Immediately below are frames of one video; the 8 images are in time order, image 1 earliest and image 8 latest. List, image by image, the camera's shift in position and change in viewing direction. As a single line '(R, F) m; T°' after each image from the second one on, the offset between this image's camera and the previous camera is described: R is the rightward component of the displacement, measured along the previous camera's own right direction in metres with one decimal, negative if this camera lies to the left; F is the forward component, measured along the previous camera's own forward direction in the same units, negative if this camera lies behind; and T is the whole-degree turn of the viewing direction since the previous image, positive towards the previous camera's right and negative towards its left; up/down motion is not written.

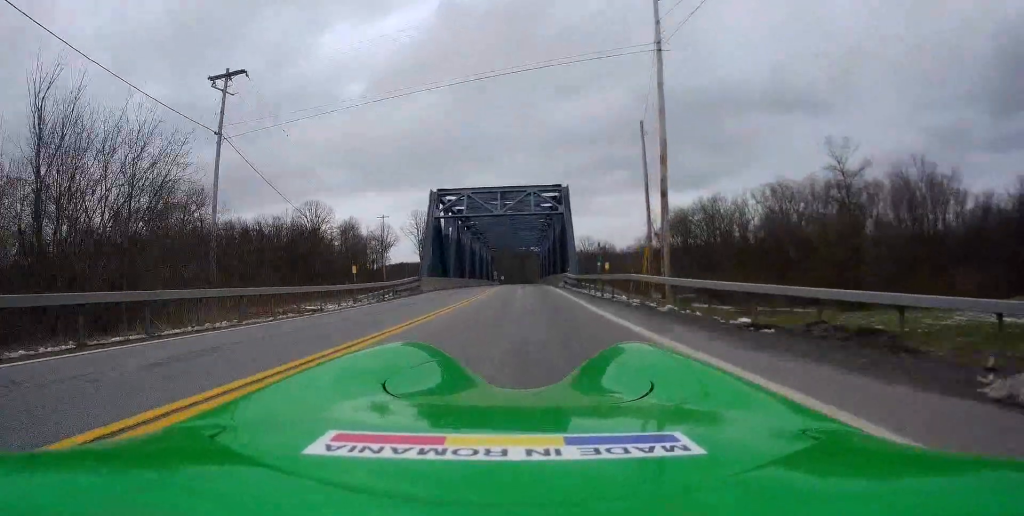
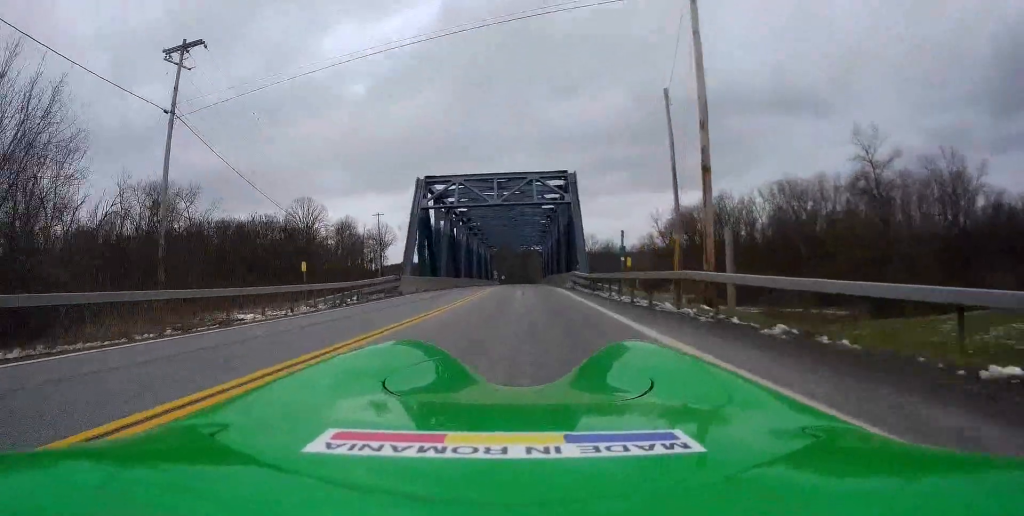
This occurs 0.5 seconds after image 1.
(0.0, +5.9) m; -1°
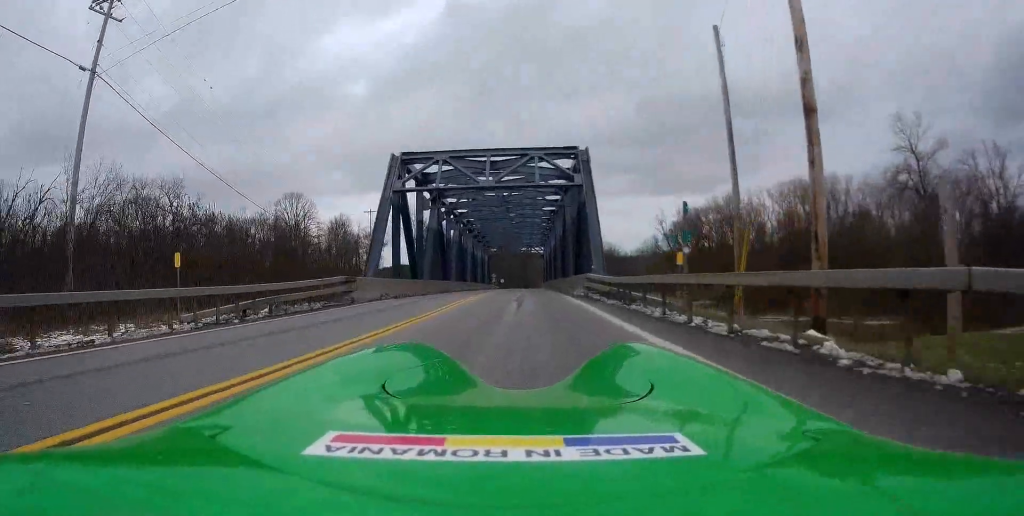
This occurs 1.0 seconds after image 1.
(0.0, +7.5) m; -1°
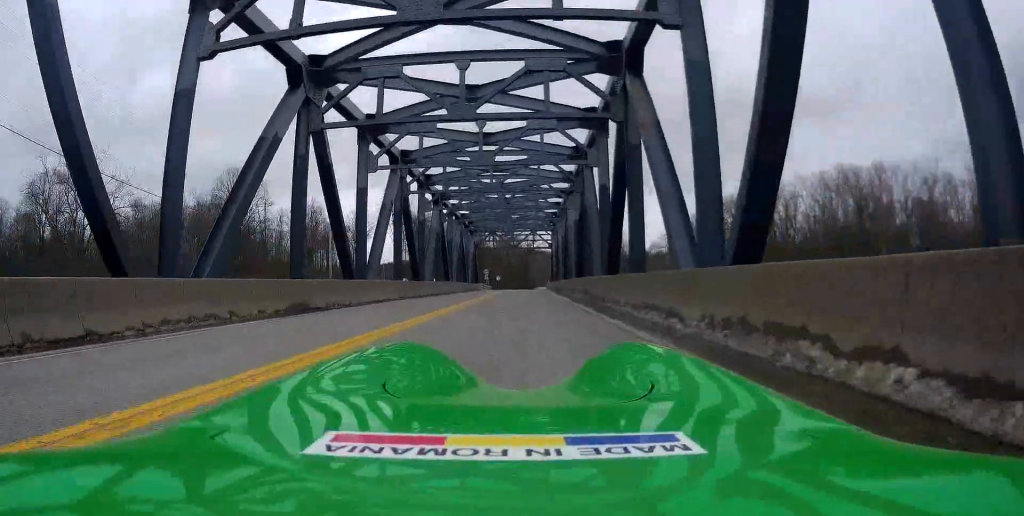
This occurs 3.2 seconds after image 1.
(-0.4, +27.8) m; -1°
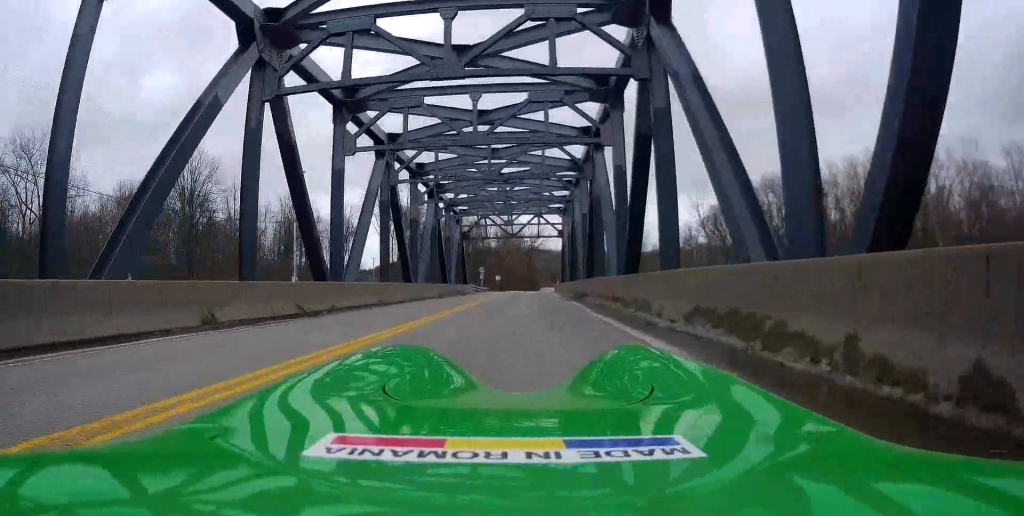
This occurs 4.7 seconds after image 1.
(-0.2, +17.6) m; 0°
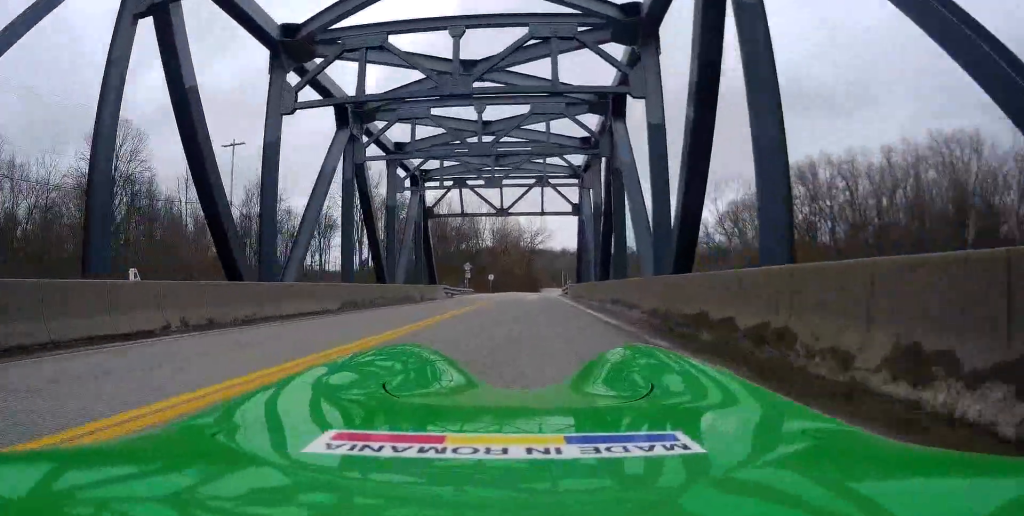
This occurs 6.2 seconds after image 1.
(+0.2, +19.7) m; +2°
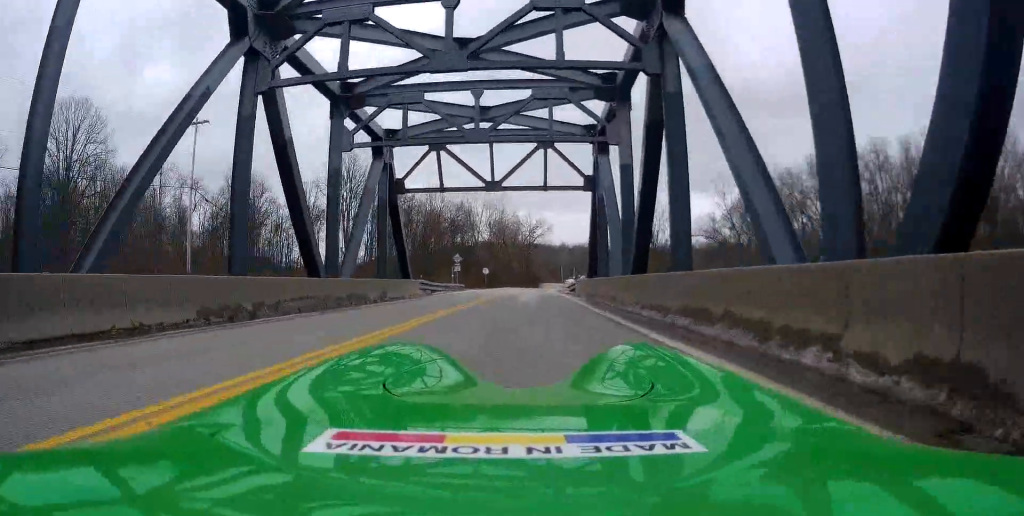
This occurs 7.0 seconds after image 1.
(+0.1, +8.8) m; 0°
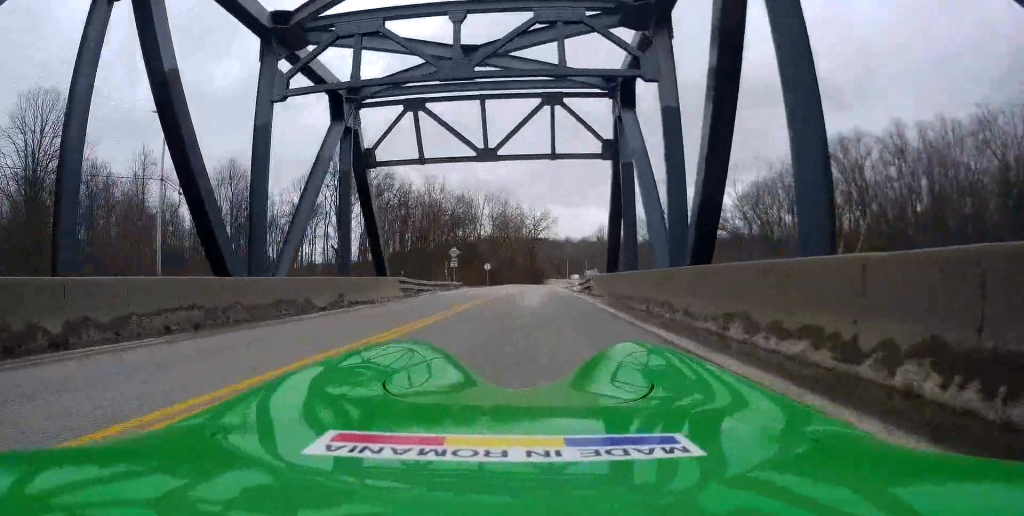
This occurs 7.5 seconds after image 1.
(0.0, +6.2) m; 0°
